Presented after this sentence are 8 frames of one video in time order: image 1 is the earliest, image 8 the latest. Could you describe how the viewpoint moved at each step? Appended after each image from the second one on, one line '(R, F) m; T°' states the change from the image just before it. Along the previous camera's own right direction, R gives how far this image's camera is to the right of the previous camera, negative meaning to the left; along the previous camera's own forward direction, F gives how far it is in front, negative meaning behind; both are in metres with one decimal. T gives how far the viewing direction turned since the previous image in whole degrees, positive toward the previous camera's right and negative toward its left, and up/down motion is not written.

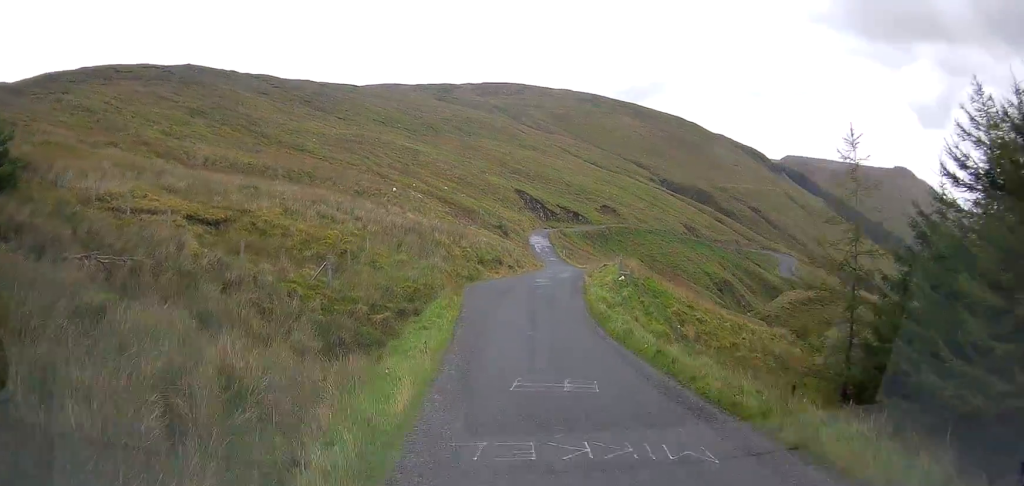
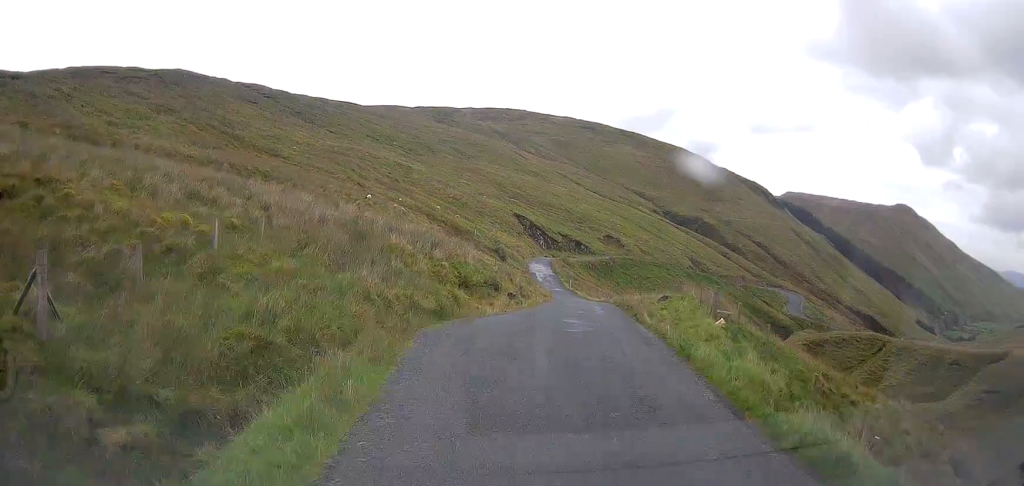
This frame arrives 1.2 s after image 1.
(0.0, +17.1) m; +1°
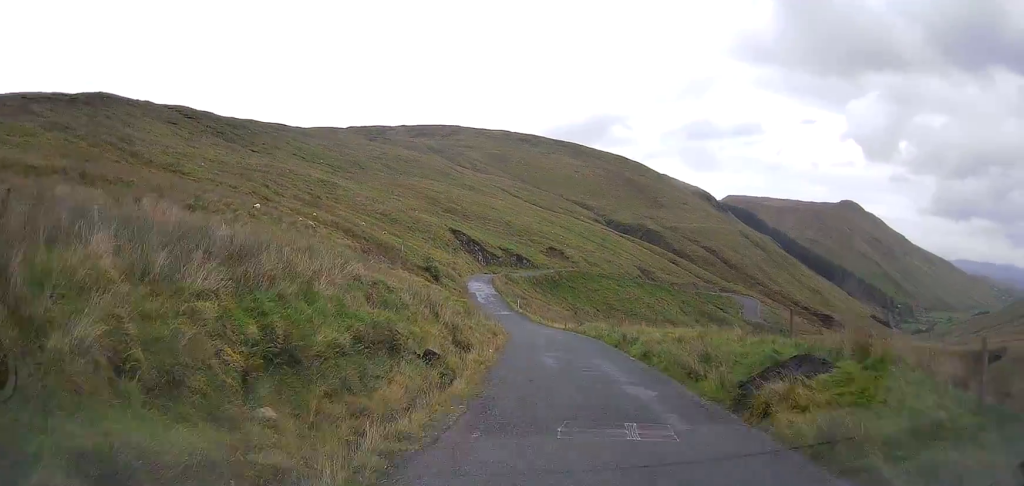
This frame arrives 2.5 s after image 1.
(+0.5, +17.8) m; +4°
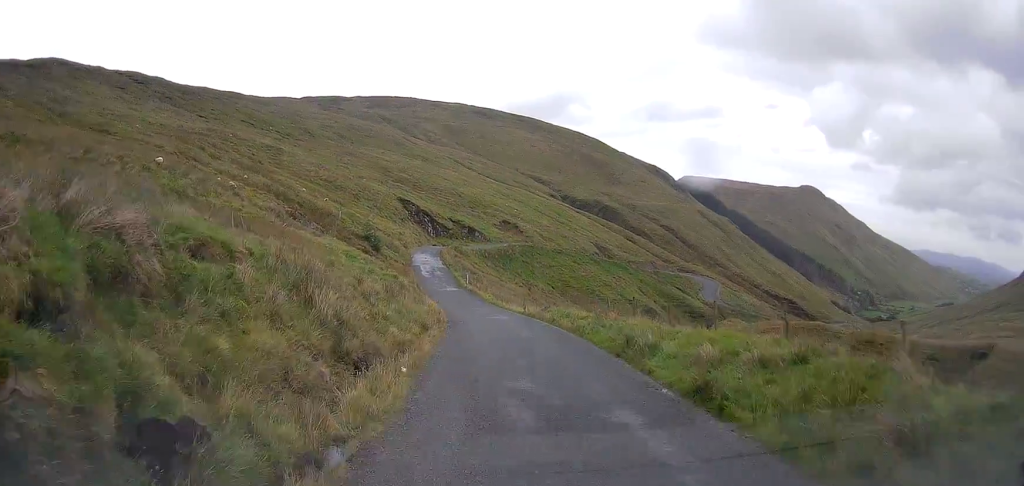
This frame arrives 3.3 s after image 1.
(+0.2, +10.4) m; +3°
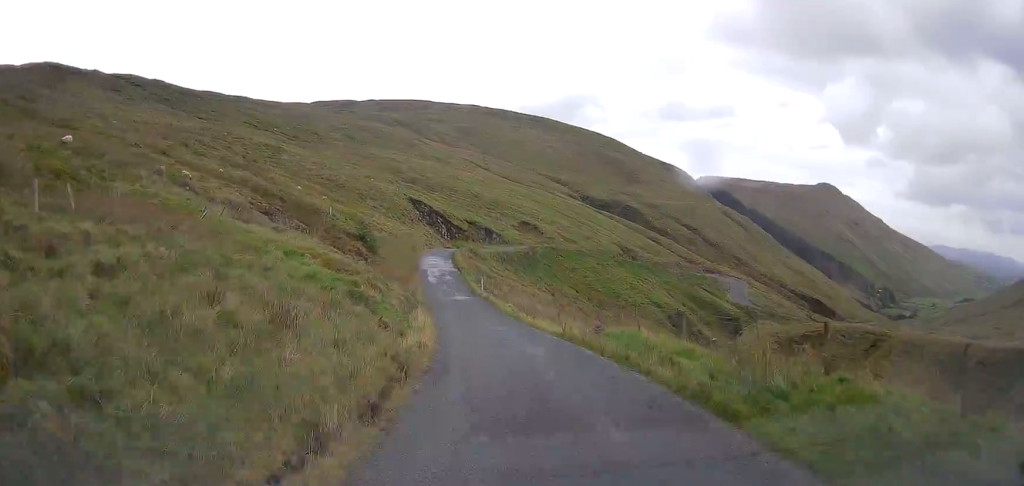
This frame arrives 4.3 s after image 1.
(+0.4, +13.4) m; +1°
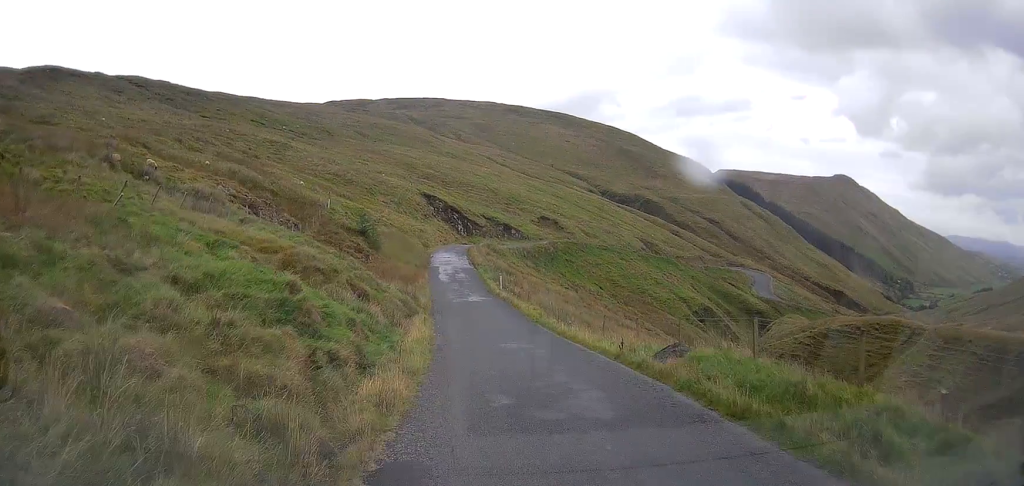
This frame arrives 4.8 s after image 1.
(-0.1, +8.1) m; -1°
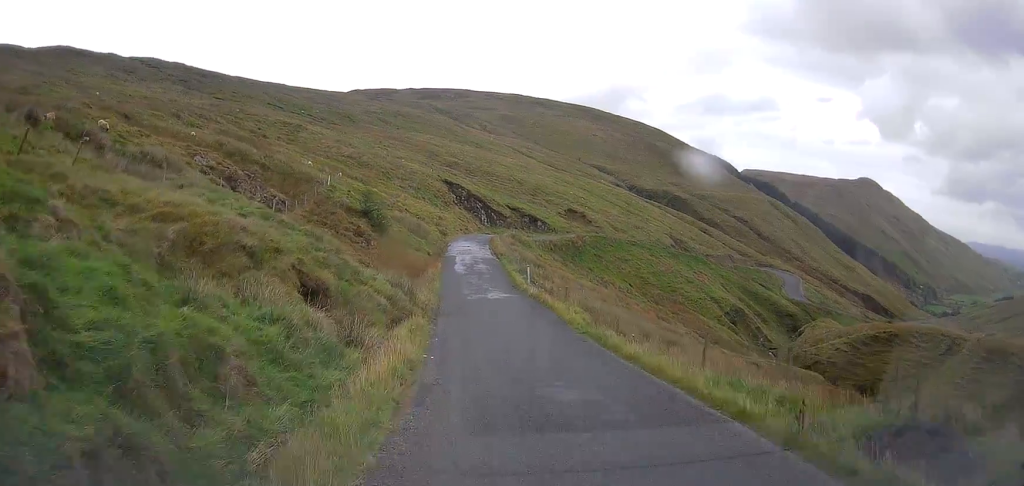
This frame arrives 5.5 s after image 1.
(0.0, +9.2) m; -2°
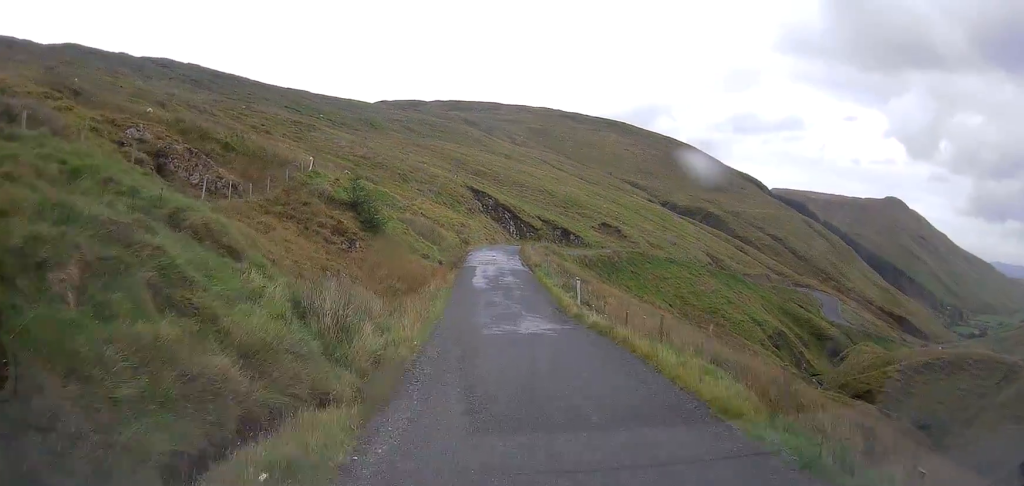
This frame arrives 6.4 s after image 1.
(-0.3, +13.6) m; -2°
